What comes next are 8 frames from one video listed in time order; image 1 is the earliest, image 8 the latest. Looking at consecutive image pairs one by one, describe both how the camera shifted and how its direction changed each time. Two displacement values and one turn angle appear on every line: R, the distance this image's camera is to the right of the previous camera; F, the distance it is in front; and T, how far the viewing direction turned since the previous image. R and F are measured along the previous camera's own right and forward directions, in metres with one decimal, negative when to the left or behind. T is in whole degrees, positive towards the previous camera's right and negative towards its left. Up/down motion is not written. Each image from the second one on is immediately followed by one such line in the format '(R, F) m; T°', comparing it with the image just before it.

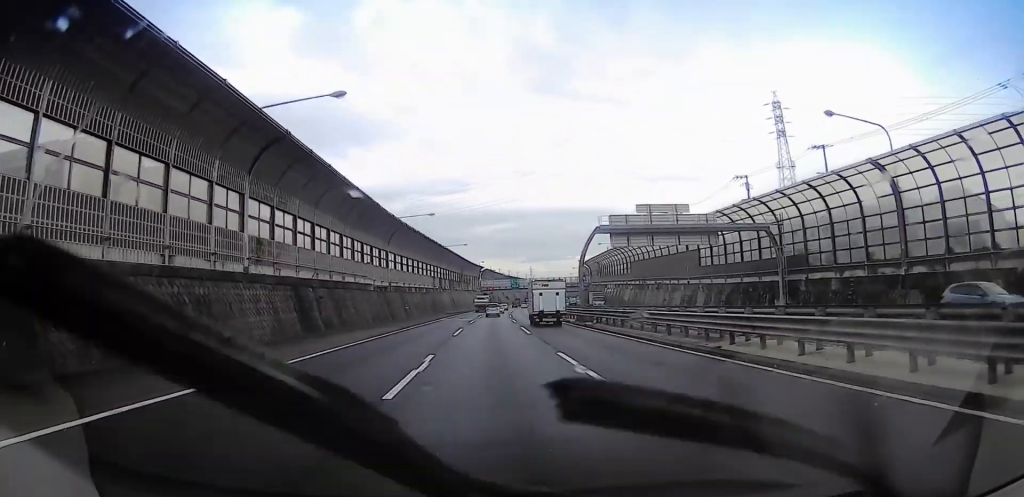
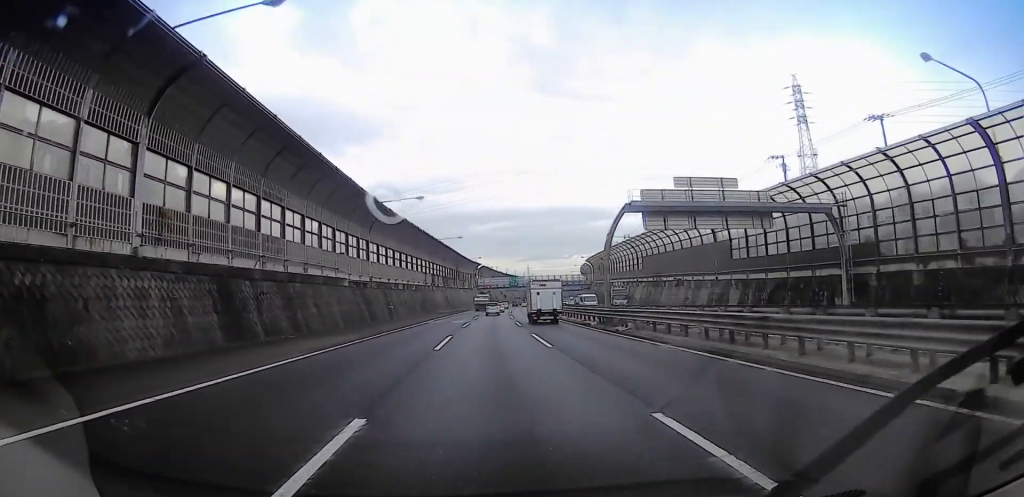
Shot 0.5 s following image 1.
(-0.1, +9.8) m; +2°
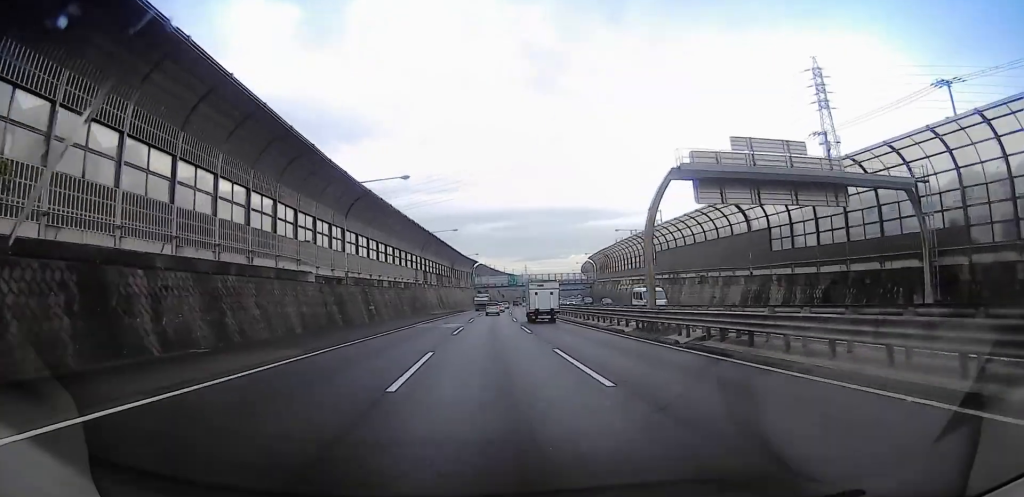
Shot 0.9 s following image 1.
(-0.2, +9.1) m; +1°
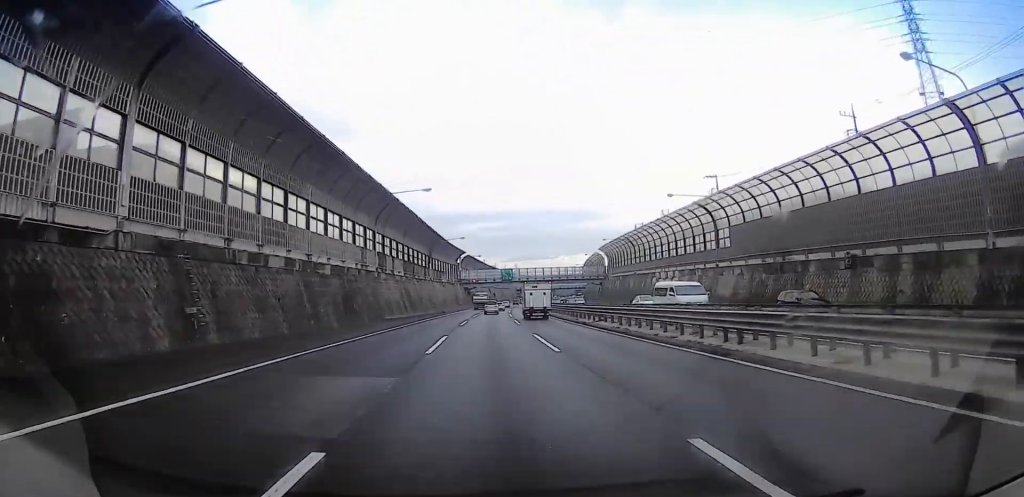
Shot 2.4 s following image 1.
(+0.4, +31.2) m; 0°
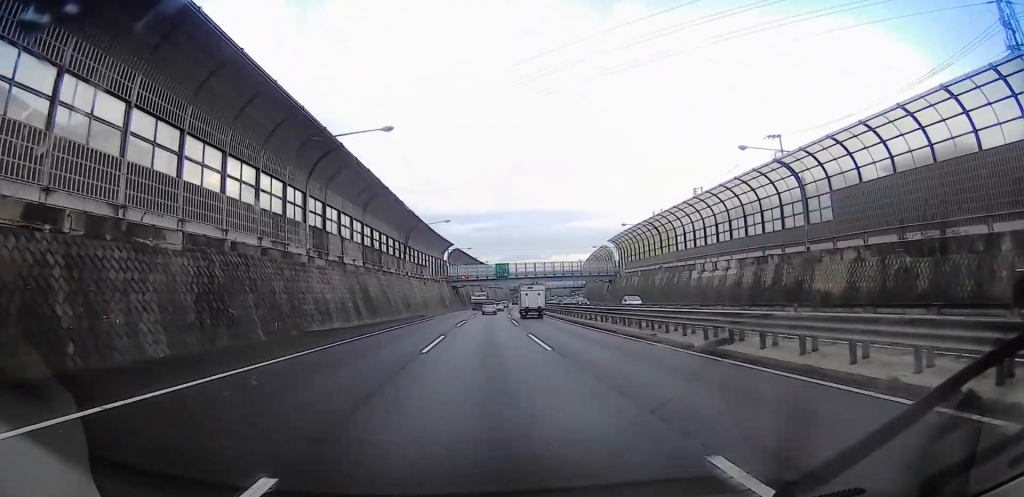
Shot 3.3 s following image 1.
(+0.2, +20.7) m; 0°
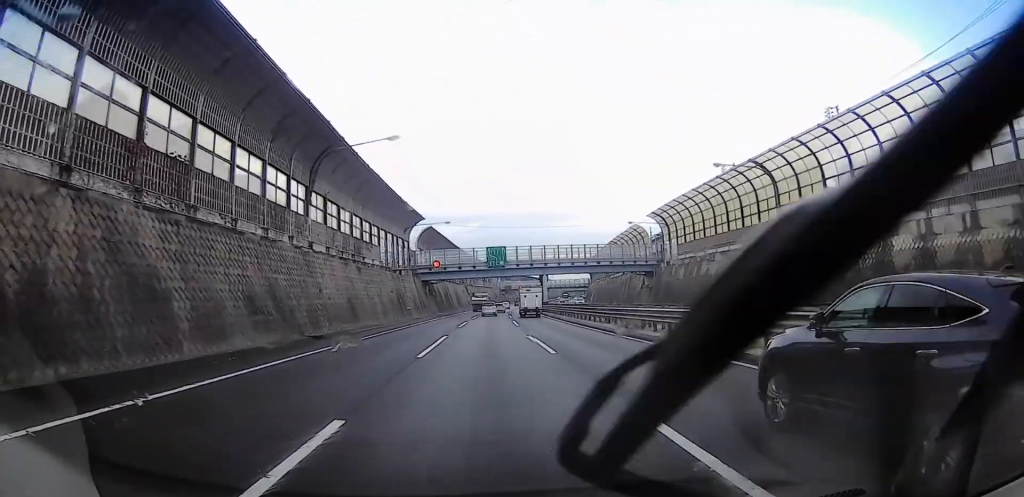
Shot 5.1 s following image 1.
(-0.6, +38.7) m; +1°
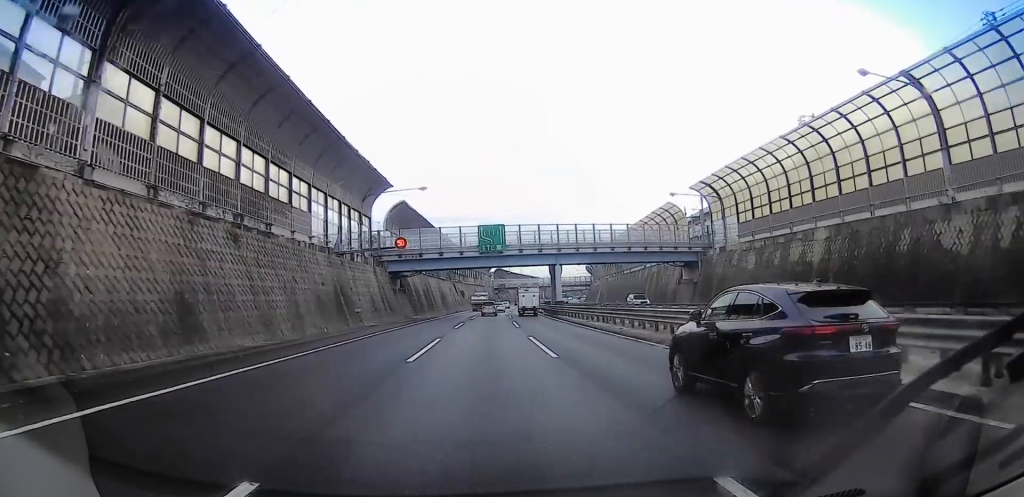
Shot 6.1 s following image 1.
(+1.4, +23.1) m; +4°
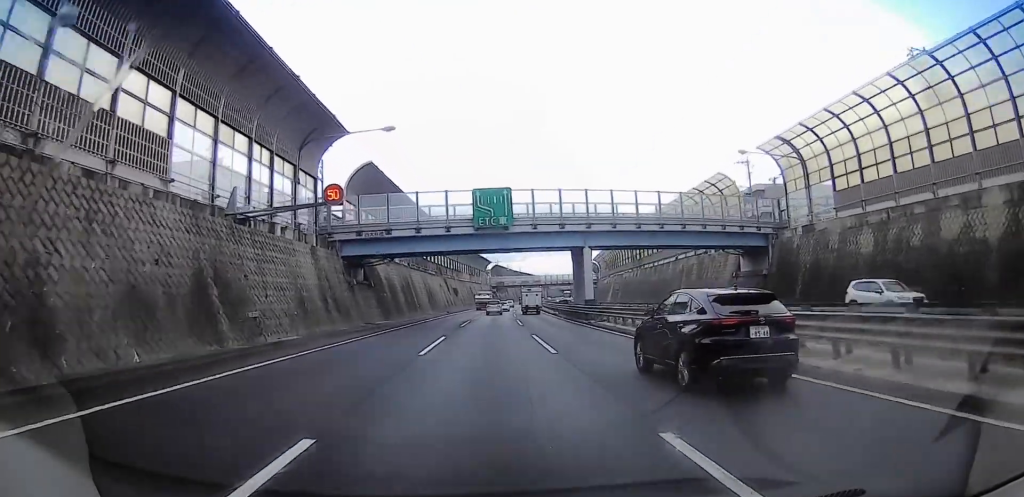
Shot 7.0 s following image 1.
(0.0, +18.7) m; 0°
